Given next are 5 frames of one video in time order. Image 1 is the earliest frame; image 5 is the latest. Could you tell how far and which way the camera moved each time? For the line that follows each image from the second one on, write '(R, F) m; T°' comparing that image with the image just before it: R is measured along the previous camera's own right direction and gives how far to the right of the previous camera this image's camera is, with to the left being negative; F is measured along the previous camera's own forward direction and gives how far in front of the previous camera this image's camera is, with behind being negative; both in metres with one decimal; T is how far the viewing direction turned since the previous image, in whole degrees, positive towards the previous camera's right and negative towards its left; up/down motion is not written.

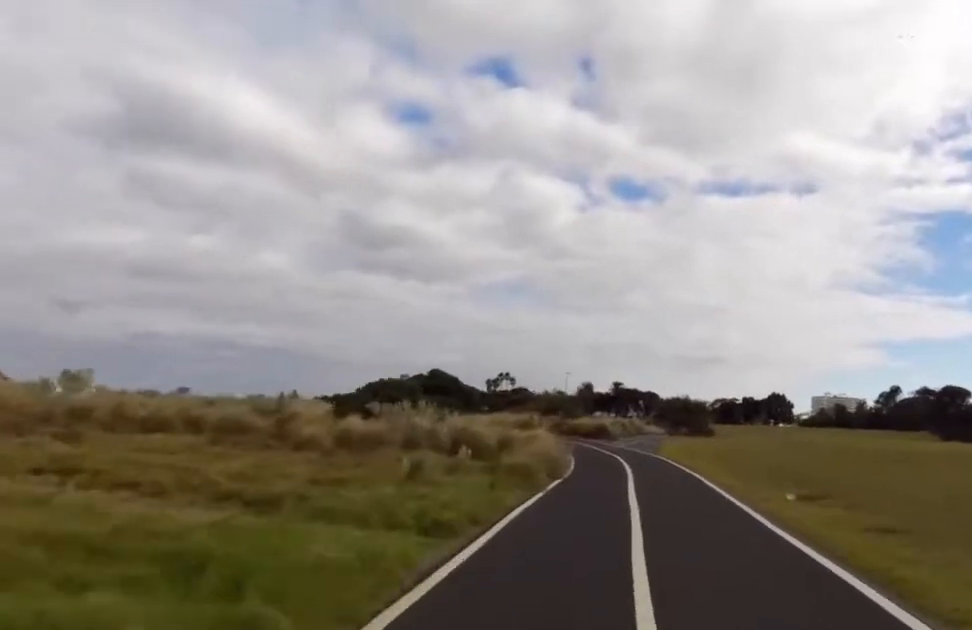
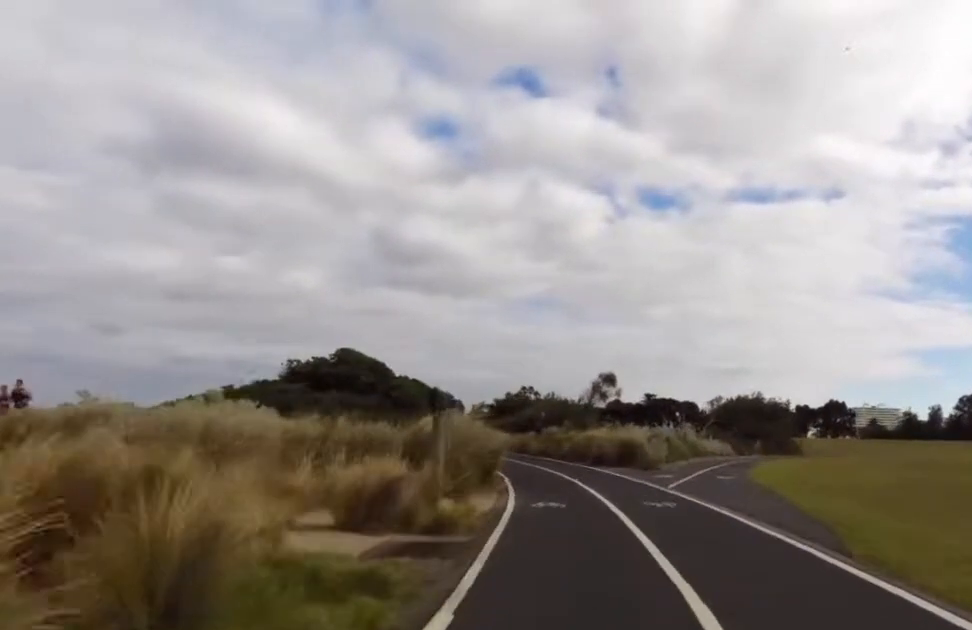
(+0.3, +20.3) m; -1°
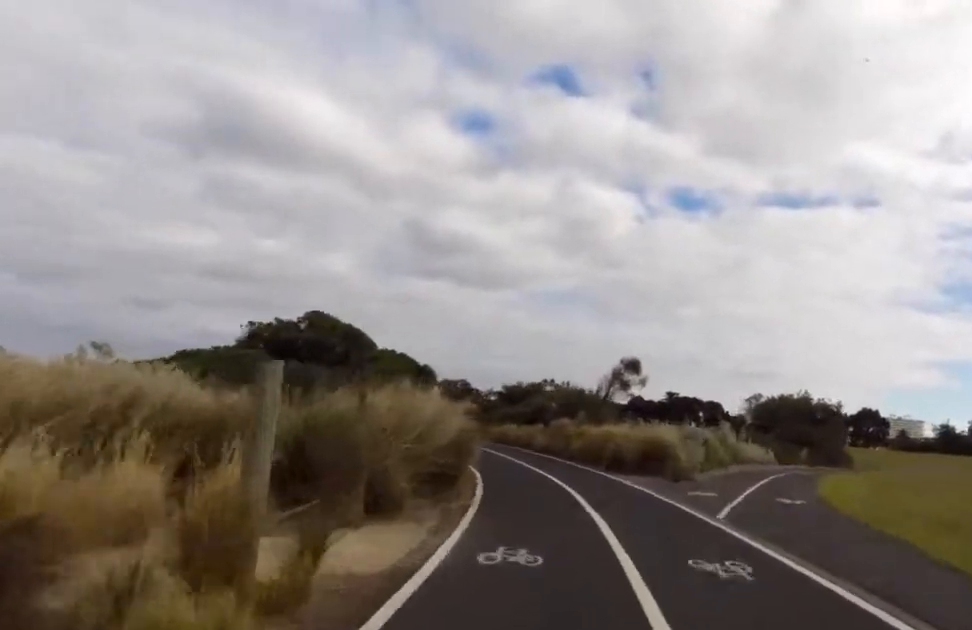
(+1.0, +5.4) m; -7°
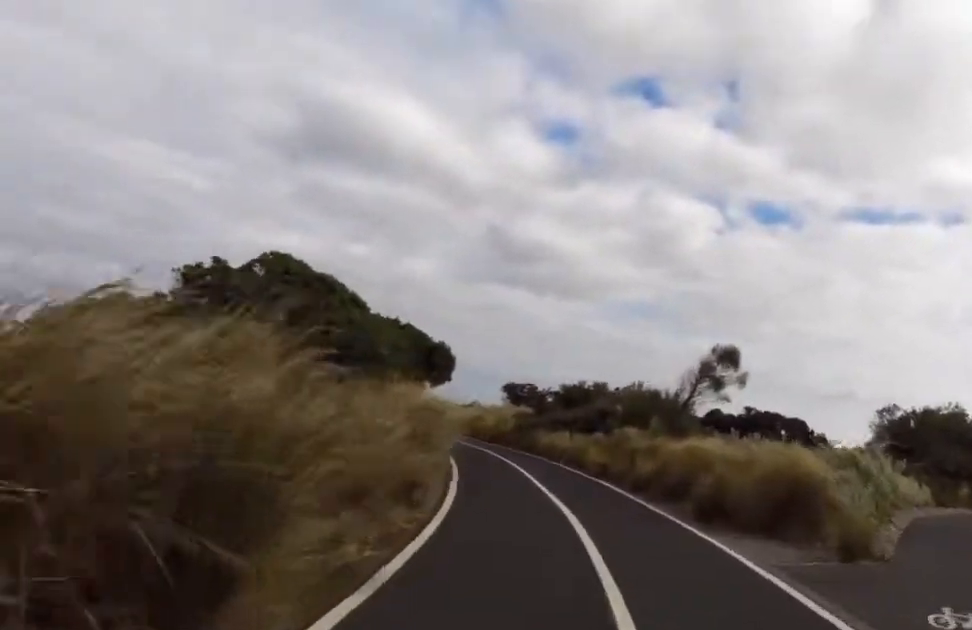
(-2.3, +7.7) m; -7°
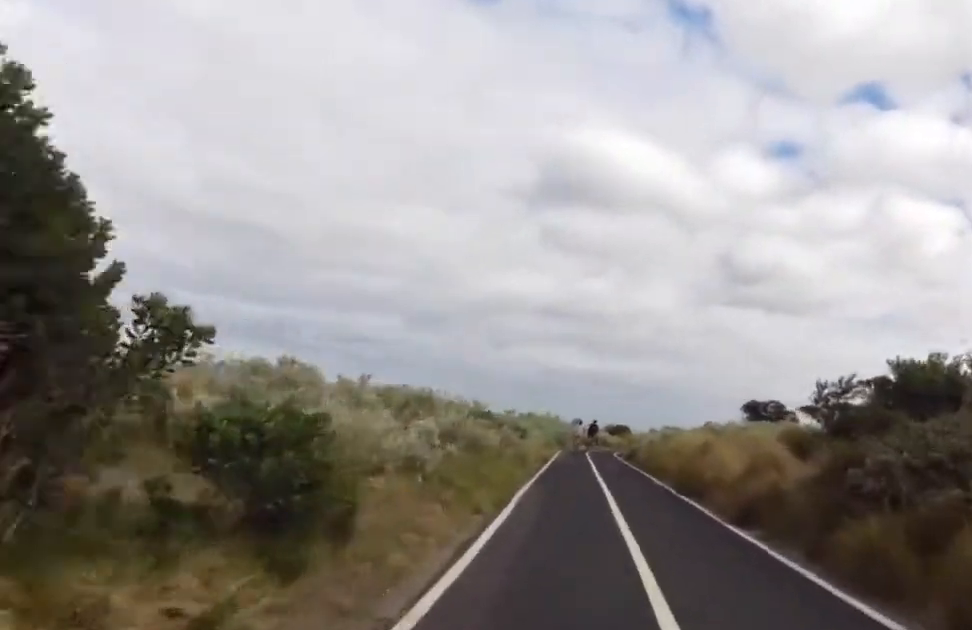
(+0.9, +20.5) m; -6°
